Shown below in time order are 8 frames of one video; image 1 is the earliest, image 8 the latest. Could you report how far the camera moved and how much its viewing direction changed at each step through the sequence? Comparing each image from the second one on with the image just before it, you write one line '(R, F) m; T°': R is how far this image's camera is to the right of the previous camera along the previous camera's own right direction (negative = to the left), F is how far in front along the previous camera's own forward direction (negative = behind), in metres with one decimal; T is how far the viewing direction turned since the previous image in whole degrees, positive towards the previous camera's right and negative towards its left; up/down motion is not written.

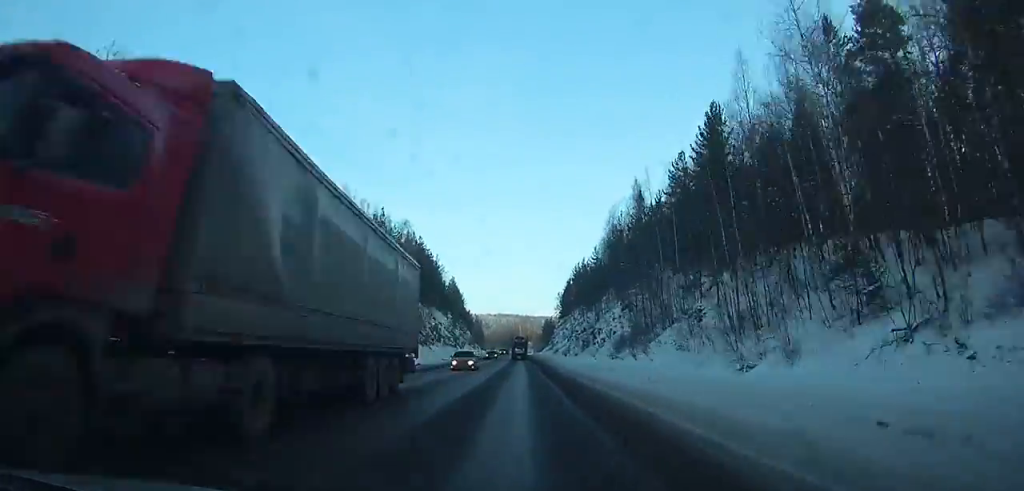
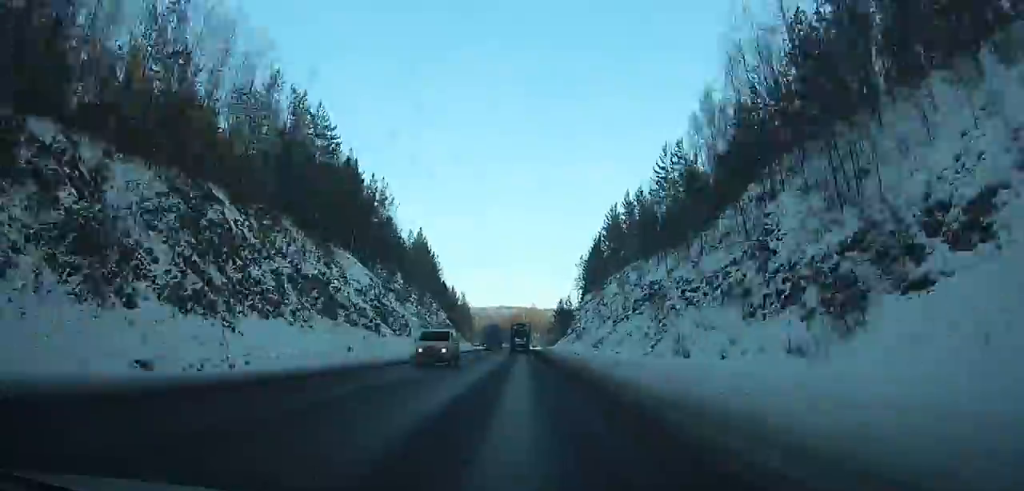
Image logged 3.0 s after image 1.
(+3.2, +66.0) m; -2°
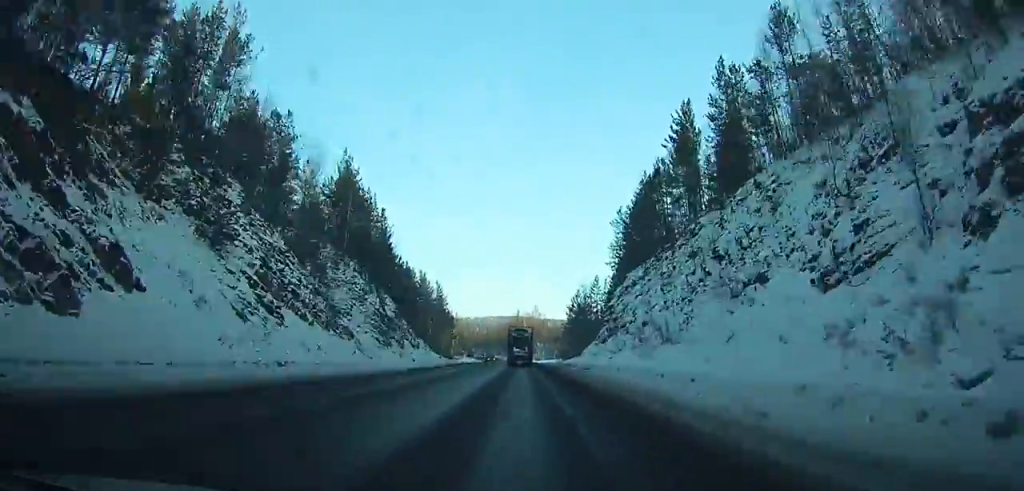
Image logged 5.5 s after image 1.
(-4.3, +52.4) m; -4°
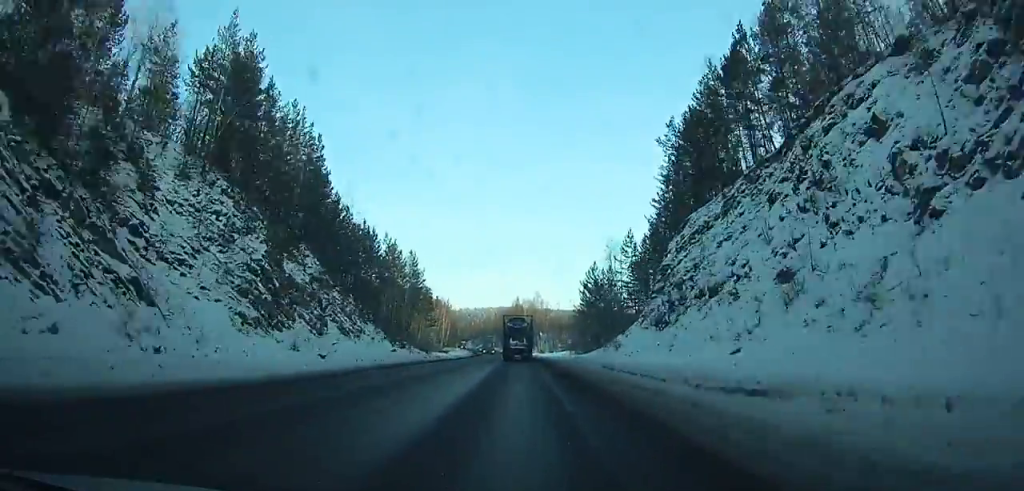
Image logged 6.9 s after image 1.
(-1.9, +28.8) m; -1°
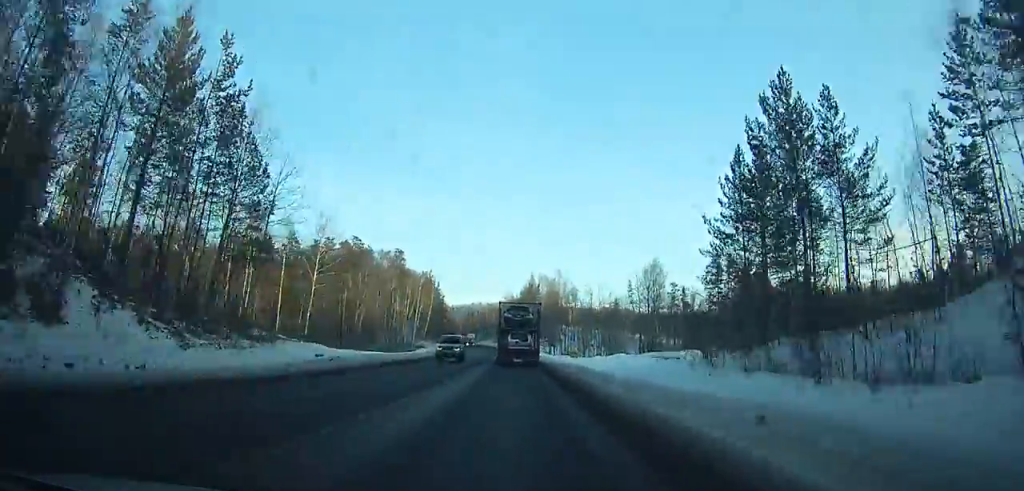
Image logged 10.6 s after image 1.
(+3.6, +69.9) m; +2°
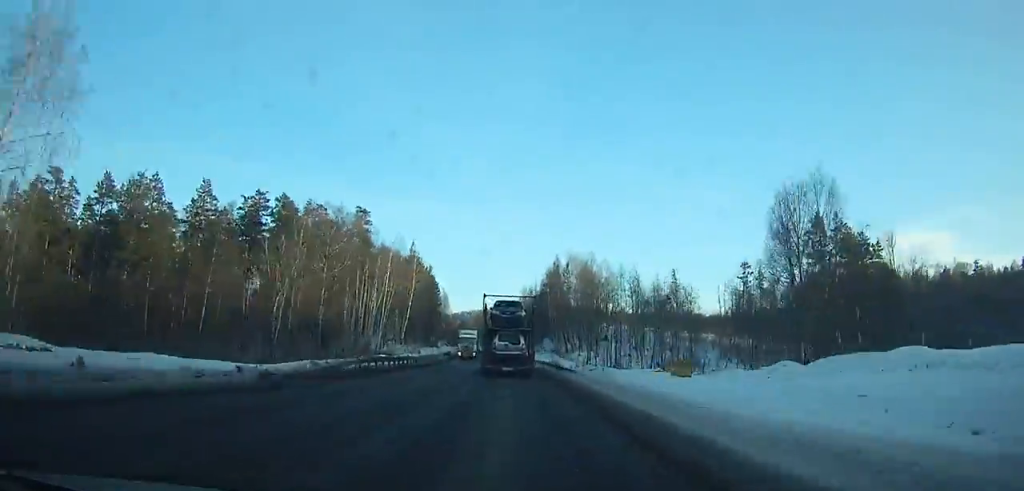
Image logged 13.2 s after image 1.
(-0.4, +45.1) m; -2°
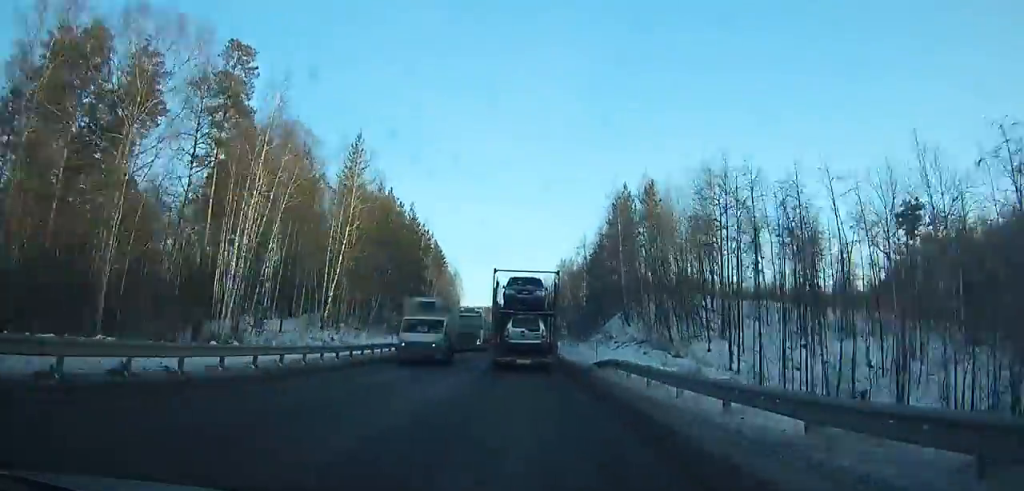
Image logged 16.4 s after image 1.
(-1.5, +51.0) m; -2°
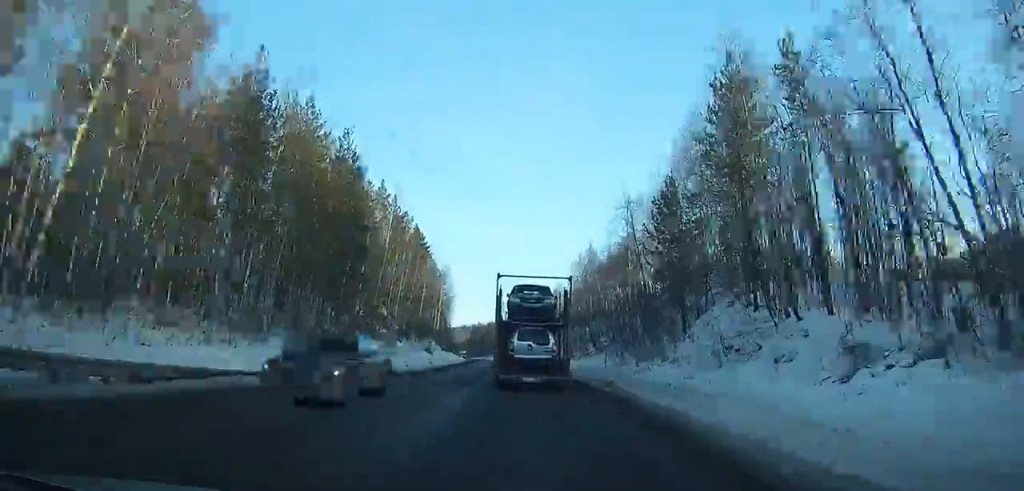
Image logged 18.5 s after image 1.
(-0.2, +31.6) m; -1°
